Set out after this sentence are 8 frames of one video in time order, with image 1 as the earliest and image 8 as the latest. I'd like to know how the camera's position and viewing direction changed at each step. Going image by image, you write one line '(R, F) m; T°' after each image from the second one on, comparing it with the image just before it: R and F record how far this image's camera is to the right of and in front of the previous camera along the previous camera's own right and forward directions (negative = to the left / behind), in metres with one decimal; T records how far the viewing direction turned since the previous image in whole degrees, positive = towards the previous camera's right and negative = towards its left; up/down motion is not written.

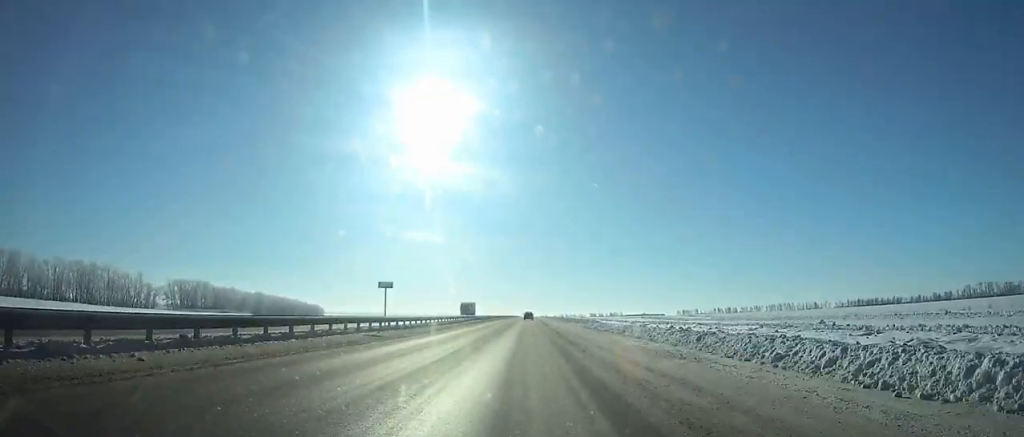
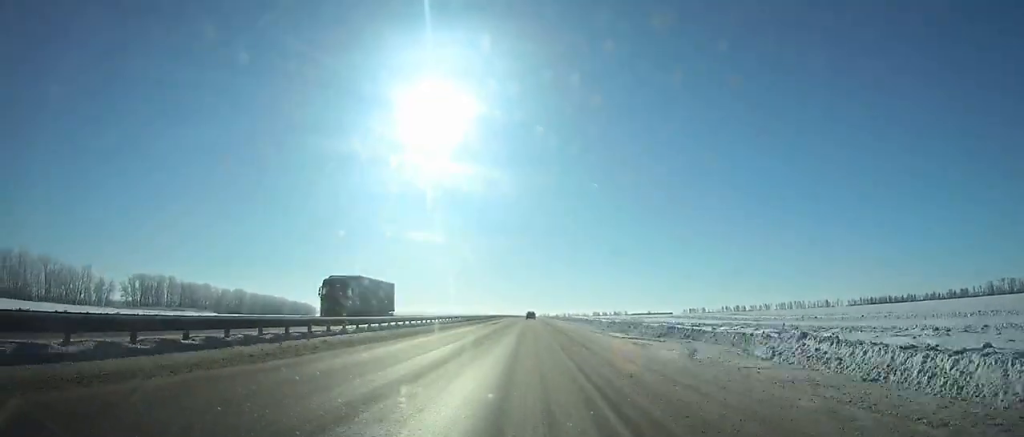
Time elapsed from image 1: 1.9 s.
(-0.1, +52.6) m; 0°
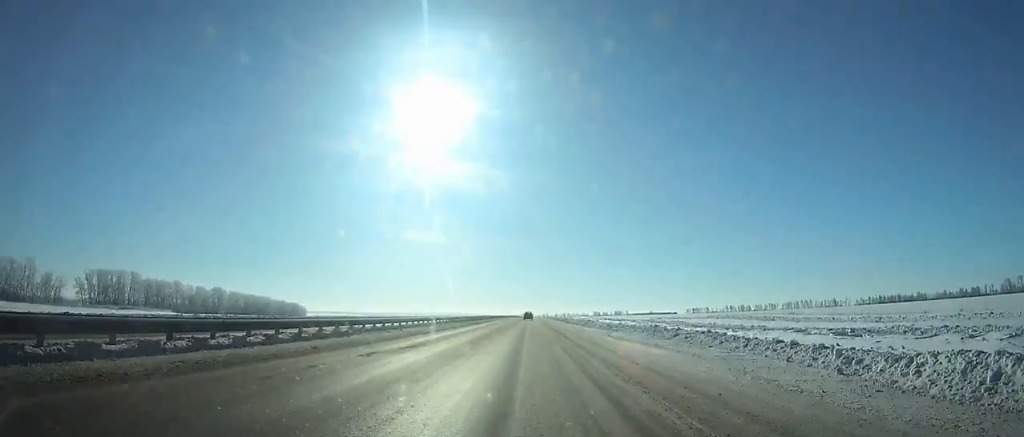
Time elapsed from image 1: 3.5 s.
(0.0, +44.4) m; 0°
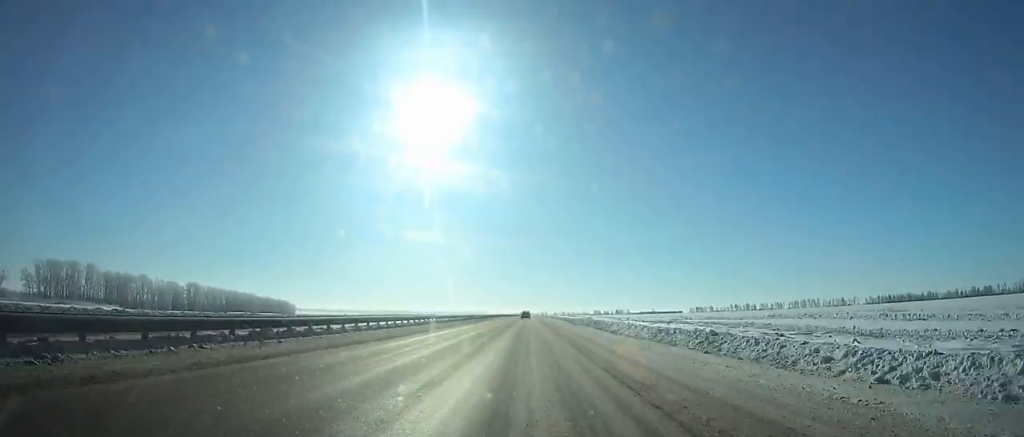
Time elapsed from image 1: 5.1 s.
(+0.1, +44.6) m; 0°
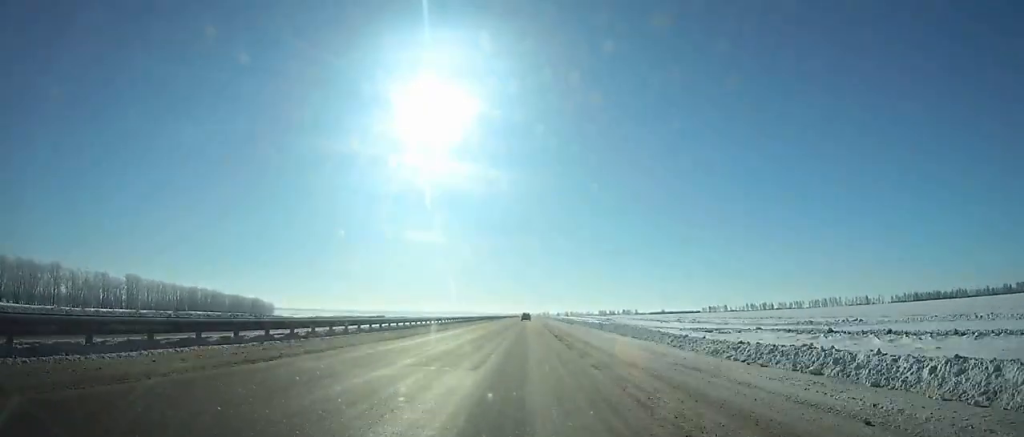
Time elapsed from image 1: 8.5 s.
(+0.1, +94.9) m; 0°
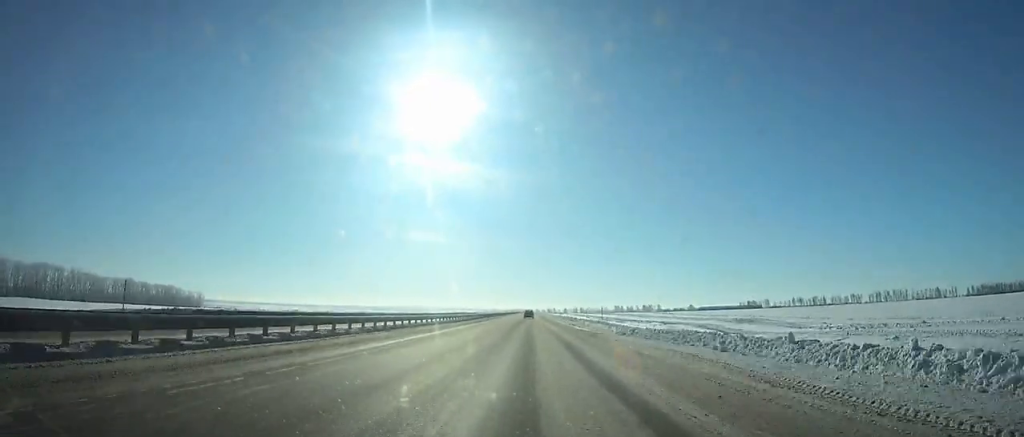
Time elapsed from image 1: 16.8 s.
(-0.3, +229.5) m; 0°
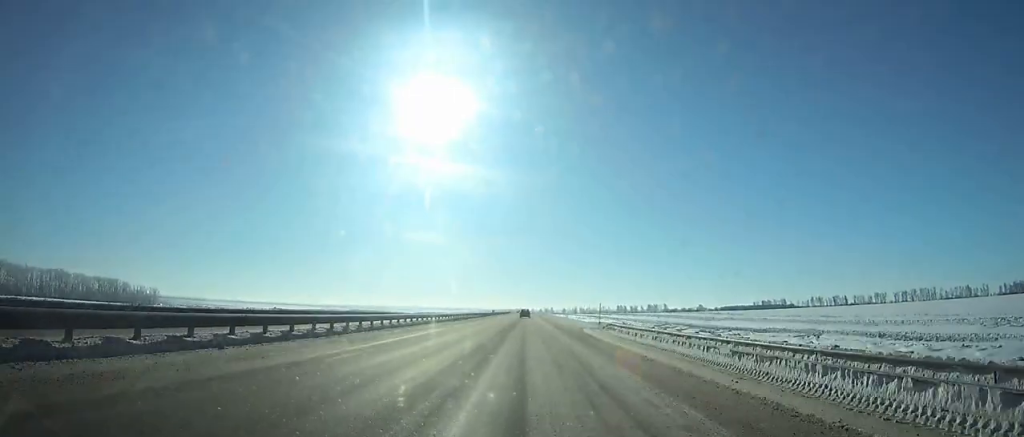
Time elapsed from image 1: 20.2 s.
(+0.1, +92.3) m; 0°
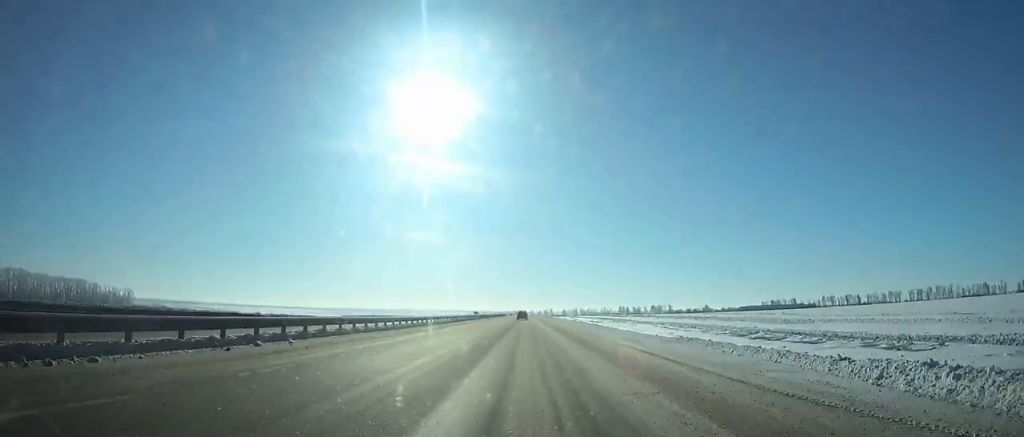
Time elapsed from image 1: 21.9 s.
(0.0, +45.9) m; 0°
